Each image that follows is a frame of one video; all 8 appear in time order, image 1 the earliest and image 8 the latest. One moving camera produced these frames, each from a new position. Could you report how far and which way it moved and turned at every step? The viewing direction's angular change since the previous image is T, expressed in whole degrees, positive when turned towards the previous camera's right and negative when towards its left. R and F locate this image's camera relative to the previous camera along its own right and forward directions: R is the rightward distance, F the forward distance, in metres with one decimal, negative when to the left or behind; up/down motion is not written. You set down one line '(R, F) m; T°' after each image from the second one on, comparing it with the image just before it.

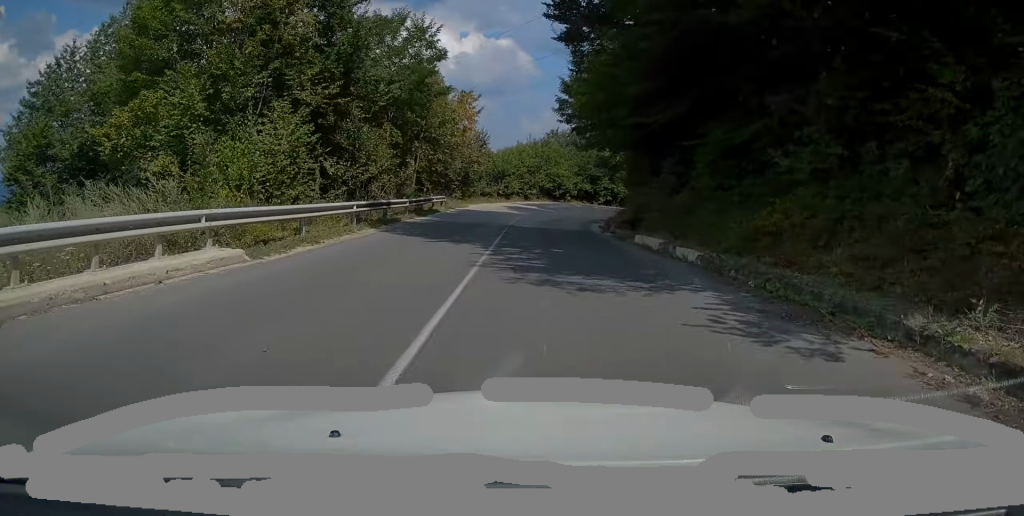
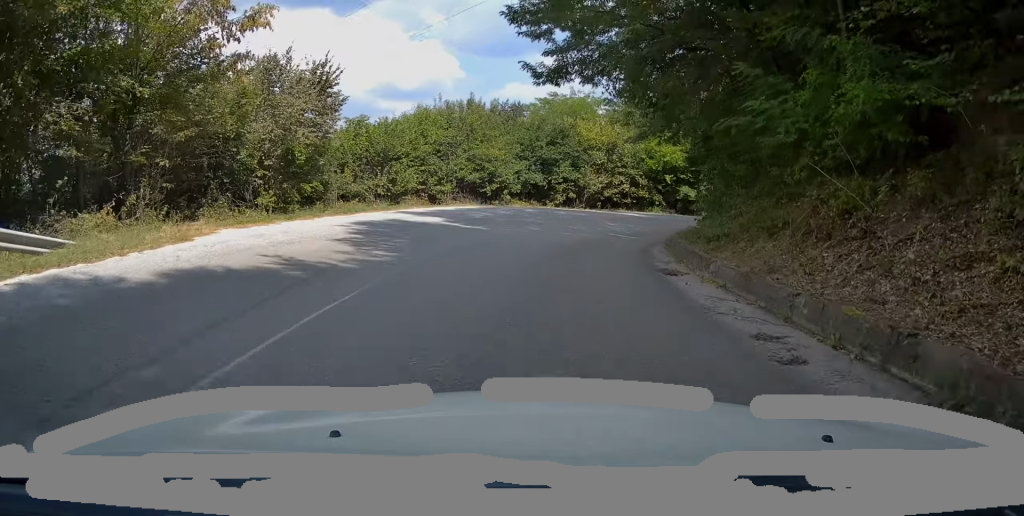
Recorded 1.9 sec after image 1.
(+0.2, +34.6) m; +3°
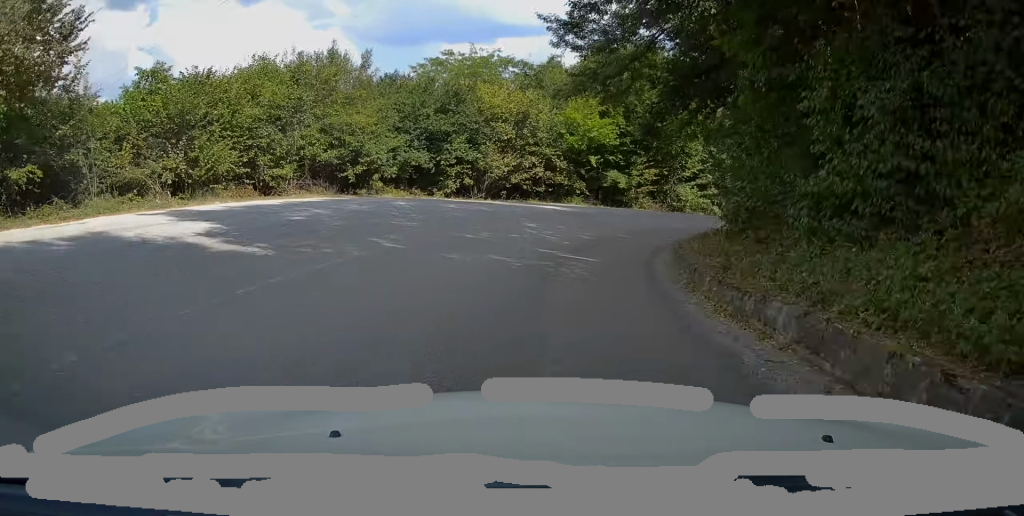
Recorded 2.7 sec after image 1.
(+0.3, +14.2) m; +5°
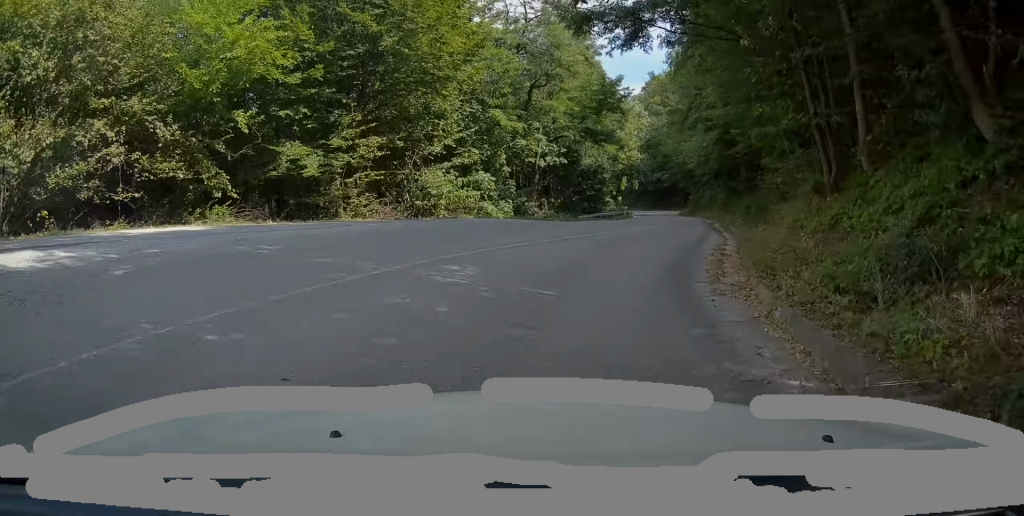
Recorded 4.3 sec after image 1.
(+3.3, +25.4) m; +19°
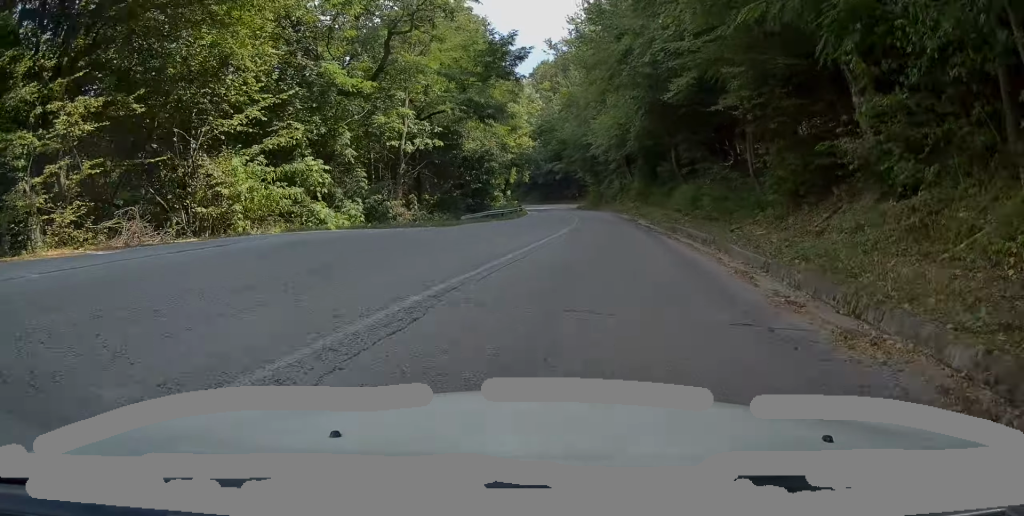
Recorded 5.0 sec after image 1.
(+1.6, +12.4) m; +9°
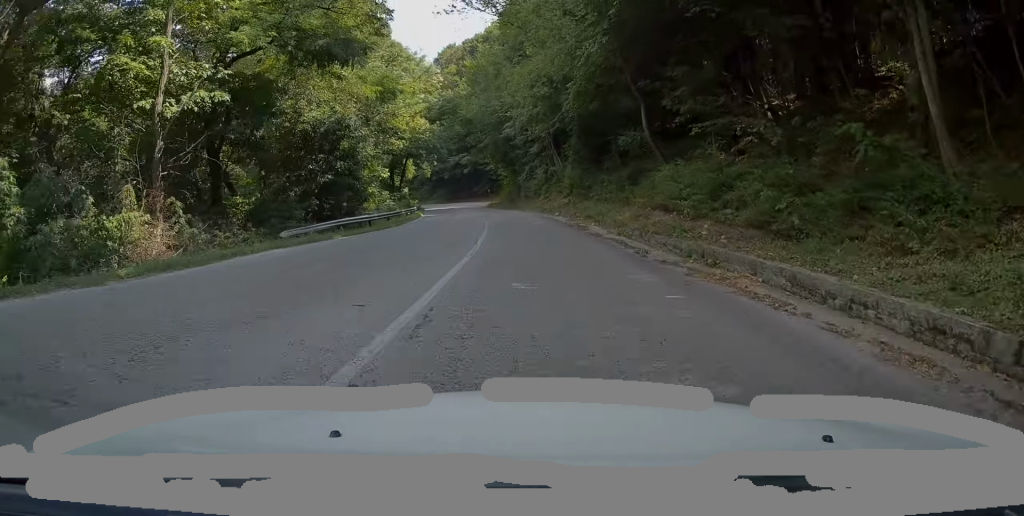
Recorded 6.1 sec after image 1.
(+1.5, +16.8) m; +7°
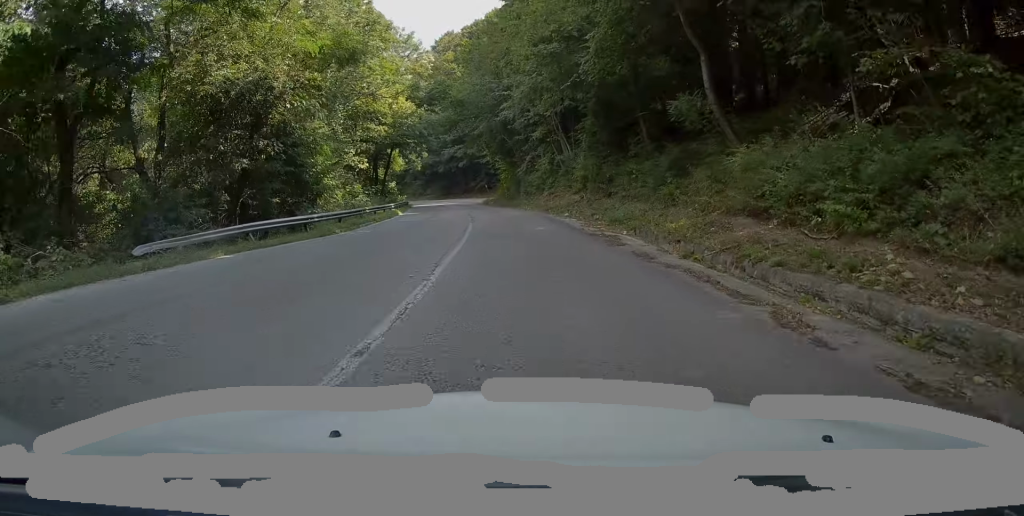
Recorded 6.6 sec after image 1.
(+0.2, +8.6) m; +2°
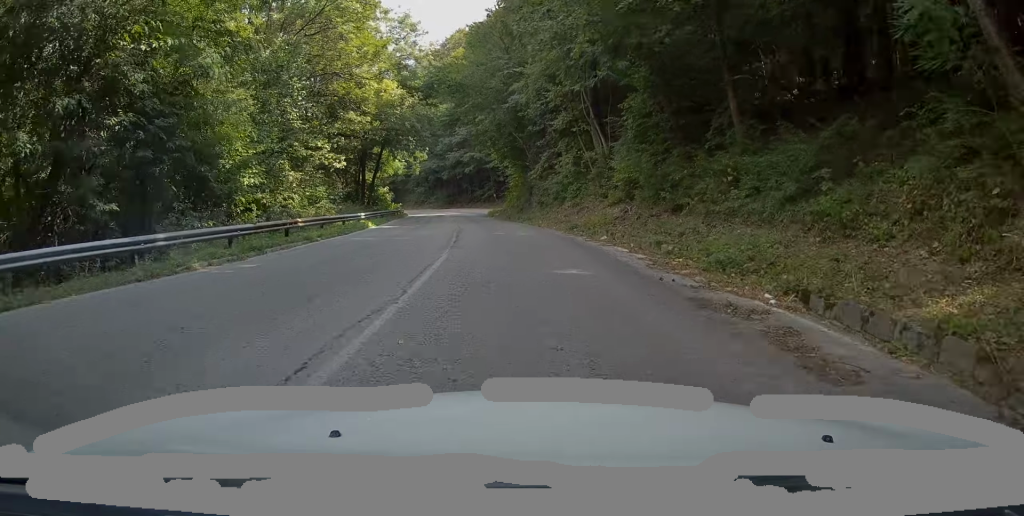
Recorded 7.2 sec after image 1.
(+0.2, +10.1) m; +1°
